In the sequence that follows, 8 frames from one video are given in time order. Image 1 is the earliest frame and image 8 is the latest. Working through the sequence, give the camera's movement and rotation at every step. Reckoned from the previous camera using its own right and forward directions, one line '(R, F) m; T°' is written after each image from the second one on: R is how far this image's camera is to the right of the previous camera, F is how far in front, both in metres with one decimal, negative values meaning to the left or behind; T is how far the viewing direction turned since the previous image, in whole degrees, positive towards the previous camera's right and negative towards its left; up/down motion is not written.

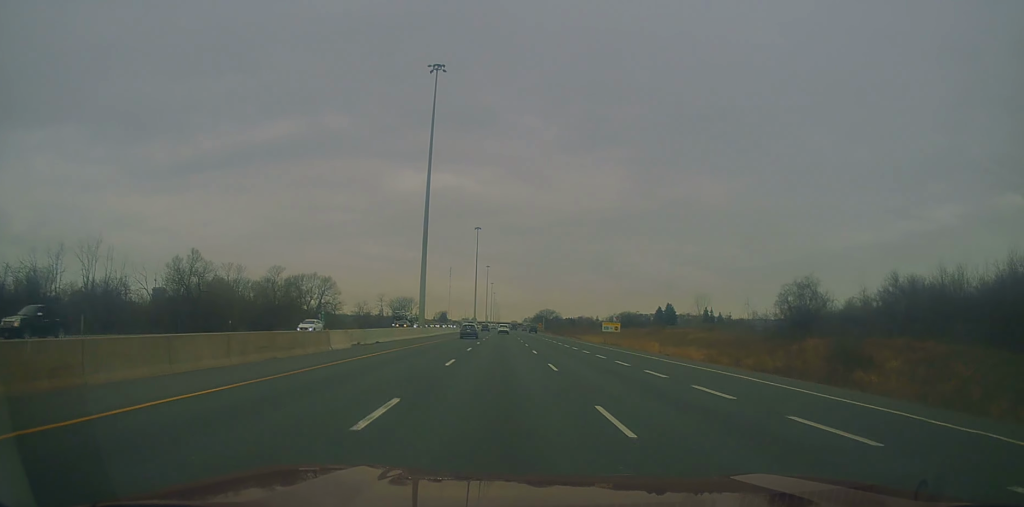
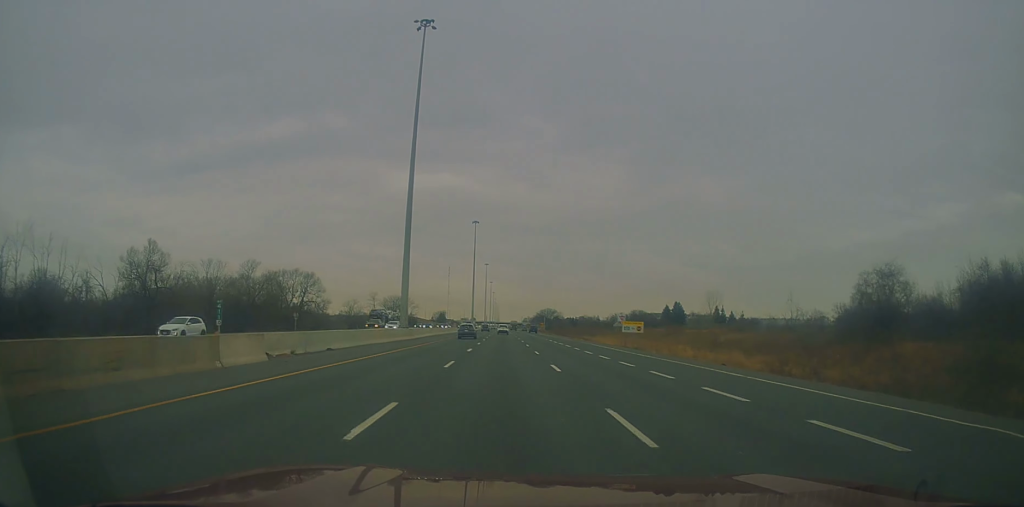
(-0.2, +12.9) m; 0°
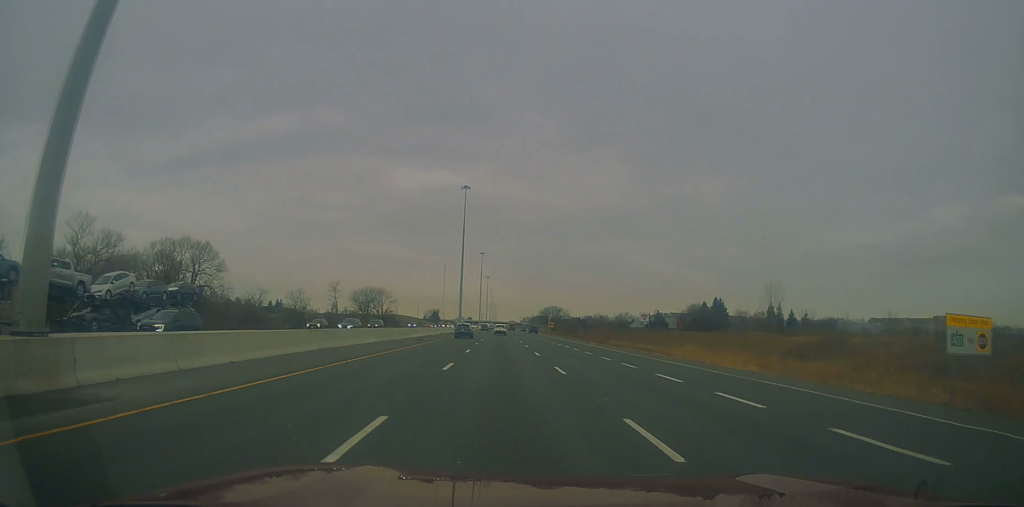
(-0.3, +49.4) m; 0°
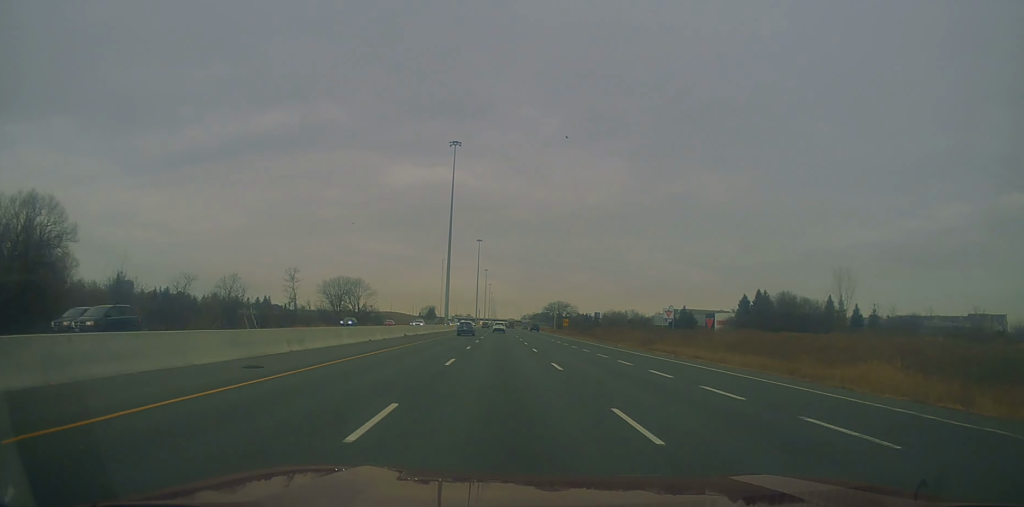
(+0.2, +35.4) m; +1°
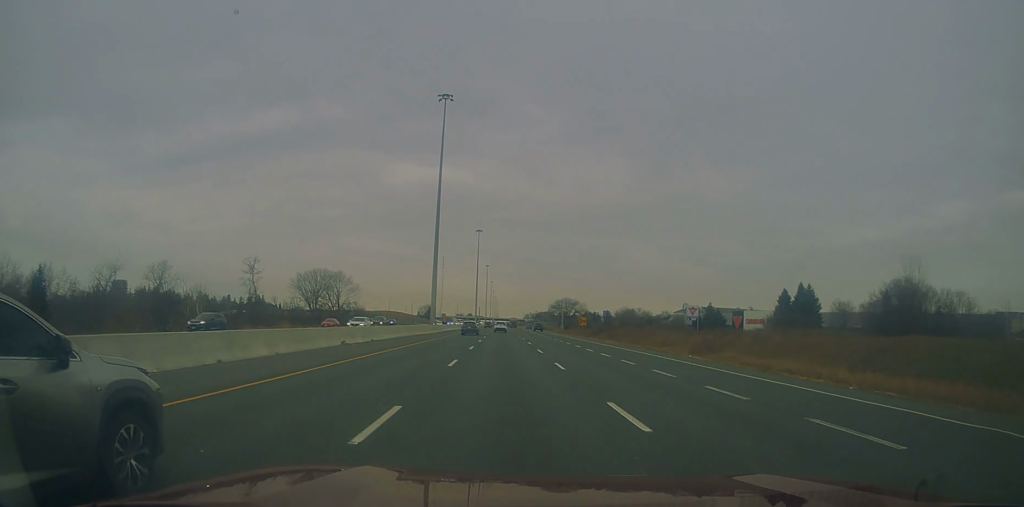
(+0.4, +24.6) m; -1°
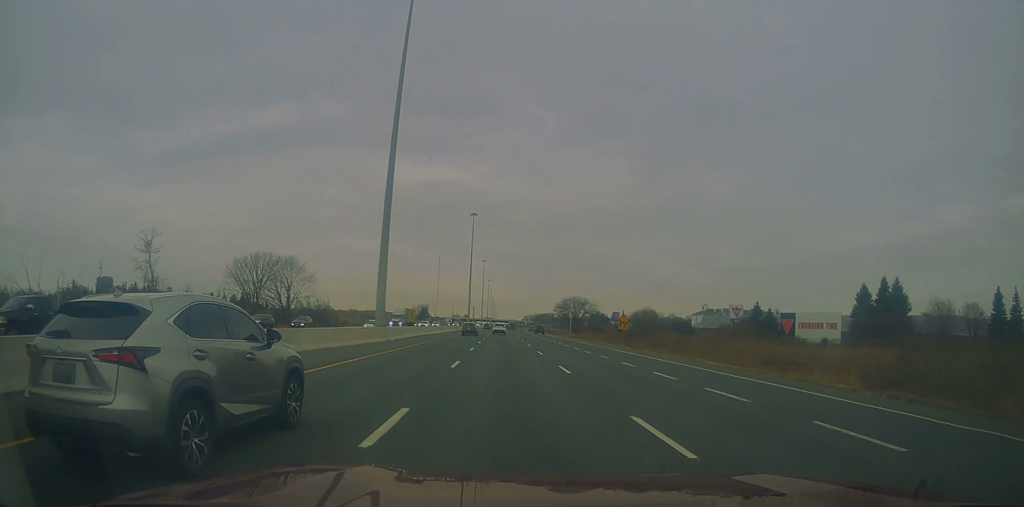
(-0.8, +37.3) m; 0°
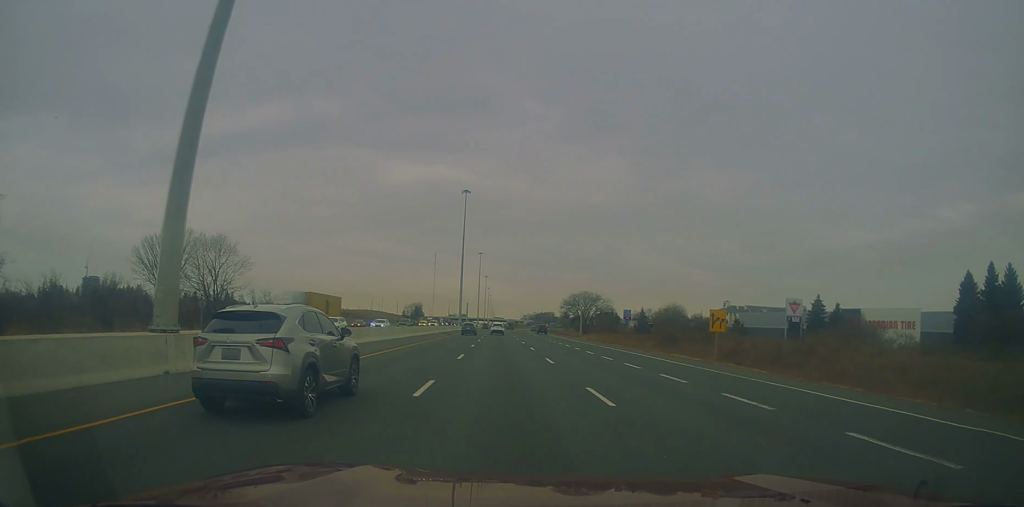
(+0.8, +32.2) m; +1°
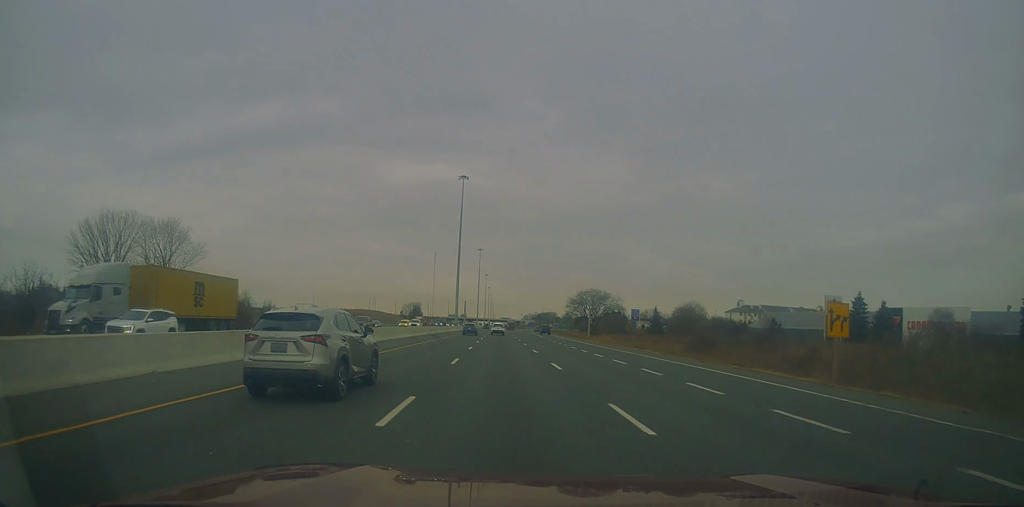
(-0.2, +15.3) m; 0°
